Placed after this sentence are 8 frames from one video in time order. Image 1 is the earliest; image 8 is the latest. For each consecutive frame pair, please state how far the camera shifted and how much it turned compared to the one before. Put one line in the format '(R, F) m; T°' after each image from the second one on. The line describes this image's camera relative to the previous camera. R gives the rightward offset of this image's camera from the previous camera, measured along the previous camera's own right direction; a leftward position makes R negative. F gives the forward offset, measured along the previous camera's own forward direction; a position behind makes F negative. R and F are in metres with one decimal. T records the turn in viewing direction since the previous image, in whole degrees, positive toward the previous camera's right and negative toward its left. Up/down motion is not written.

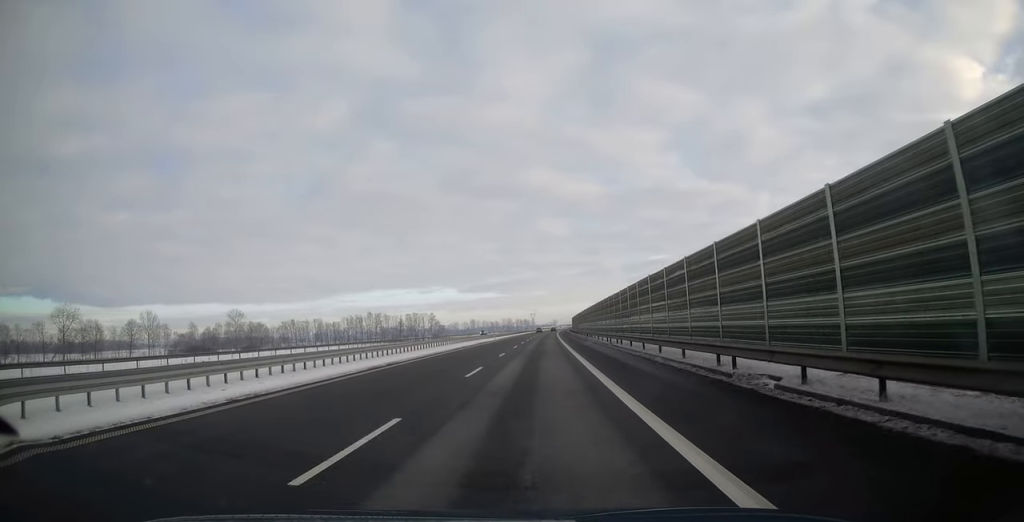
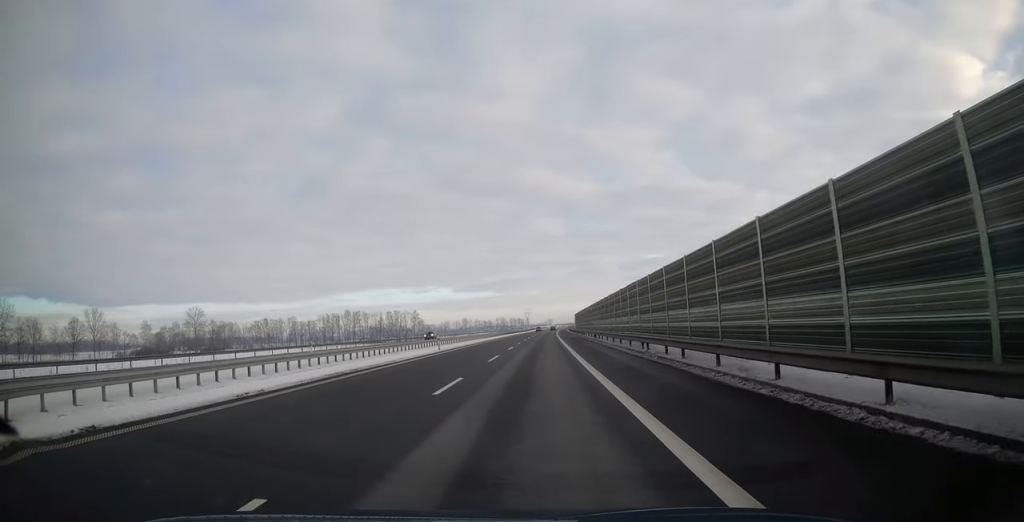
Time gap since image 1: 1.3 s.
(+0.3, +40.3) m; +1°
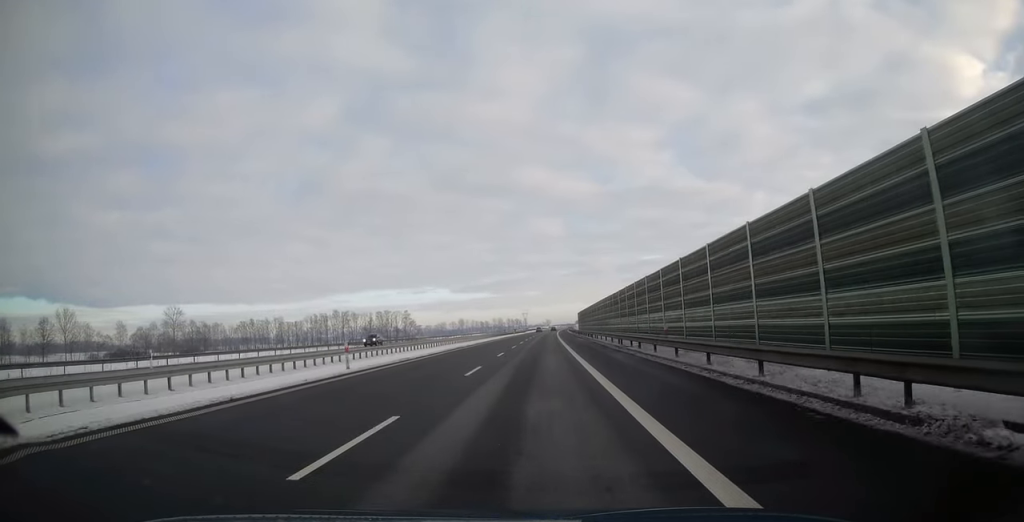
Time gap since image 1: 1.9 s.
(+0.1, +19.1) m; 0°
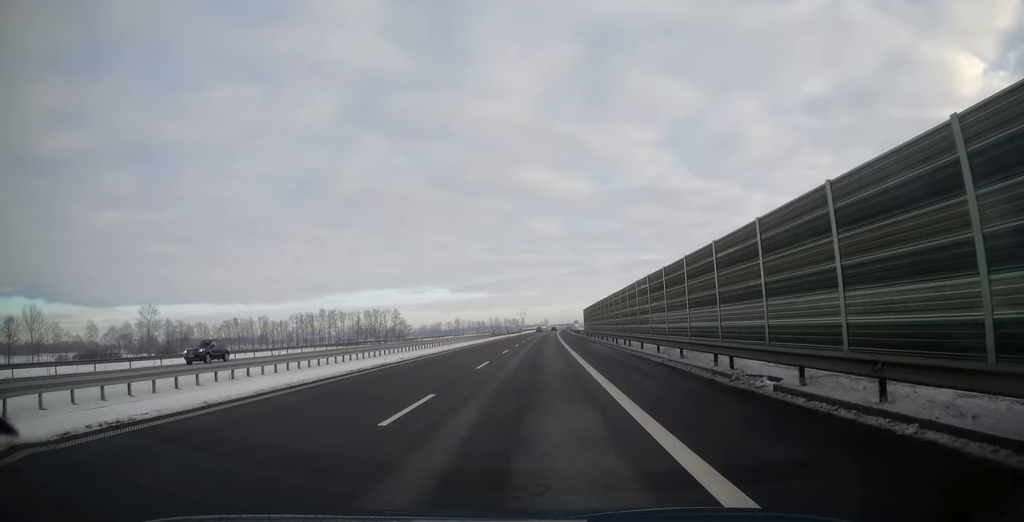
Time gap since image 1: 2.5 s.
(0.0, +20.7) m; 0°
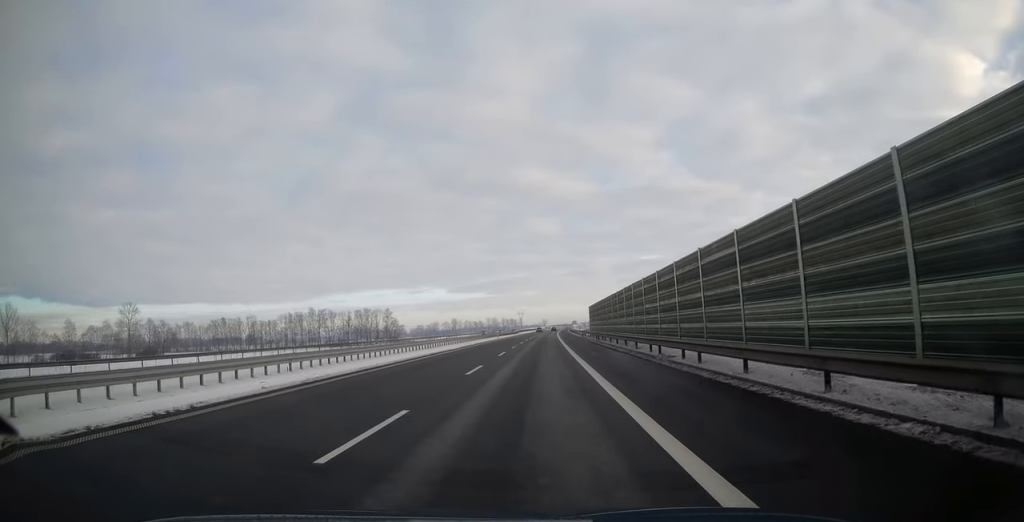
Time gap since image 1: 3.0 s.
(0.0, +14.3) m; 0°
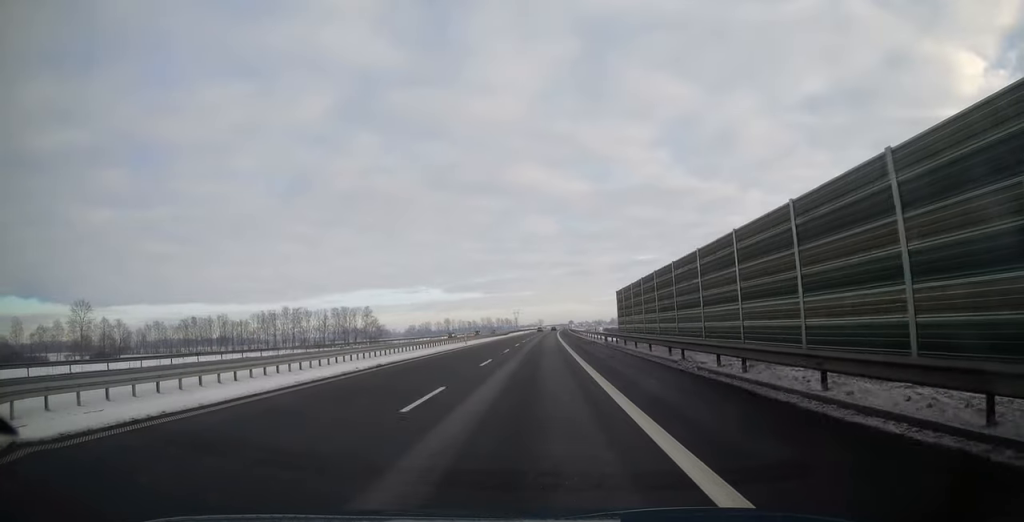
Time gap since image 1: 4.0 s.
(0.0, +31.8) m; 0°
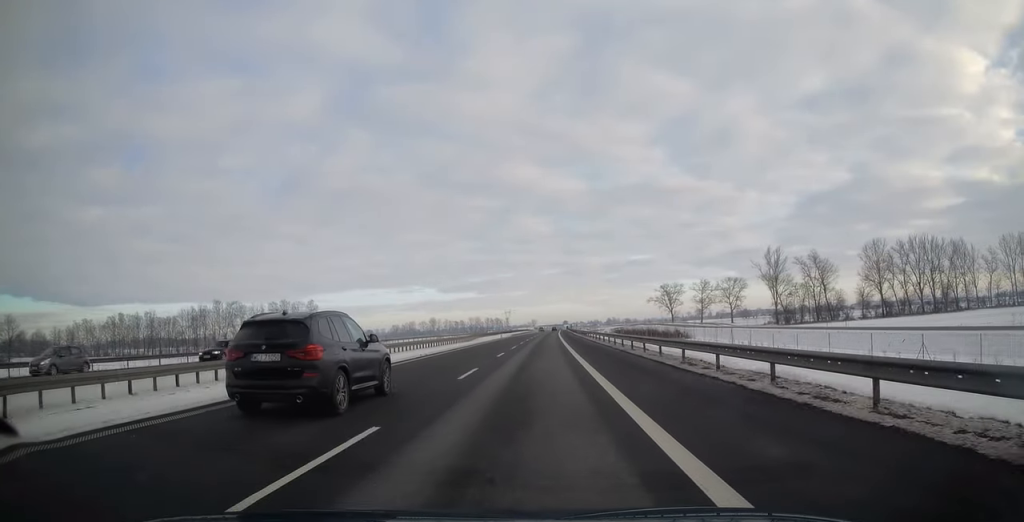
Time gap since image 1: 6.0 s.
(+0.4, +65.2) m; +1°
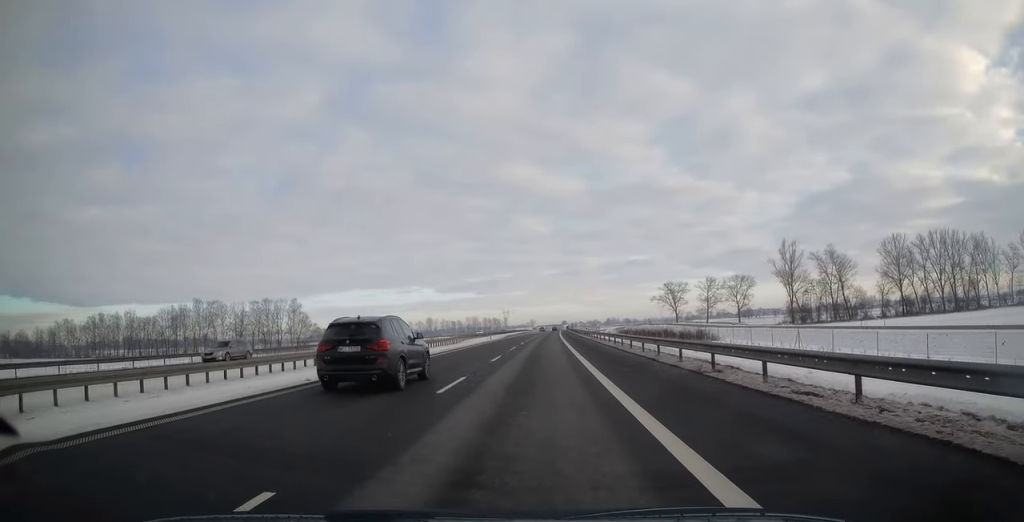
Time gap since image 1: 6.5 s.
(+0.2, +15.4) m; 0°
